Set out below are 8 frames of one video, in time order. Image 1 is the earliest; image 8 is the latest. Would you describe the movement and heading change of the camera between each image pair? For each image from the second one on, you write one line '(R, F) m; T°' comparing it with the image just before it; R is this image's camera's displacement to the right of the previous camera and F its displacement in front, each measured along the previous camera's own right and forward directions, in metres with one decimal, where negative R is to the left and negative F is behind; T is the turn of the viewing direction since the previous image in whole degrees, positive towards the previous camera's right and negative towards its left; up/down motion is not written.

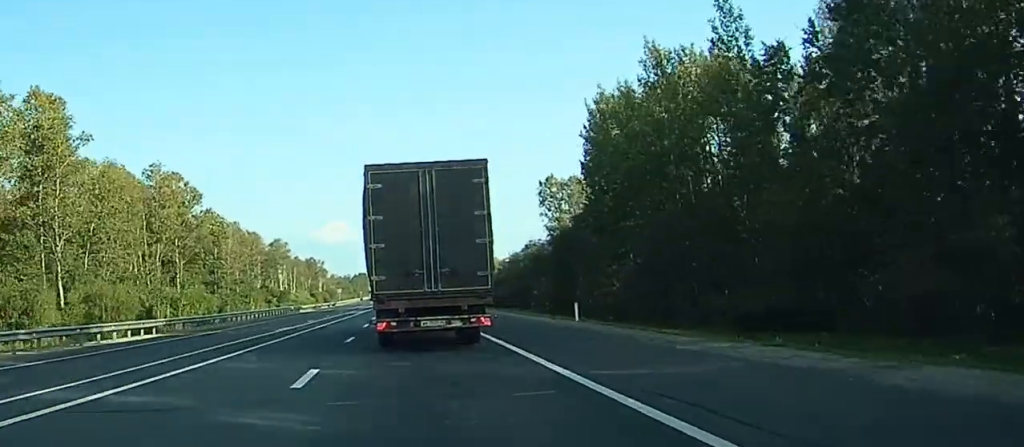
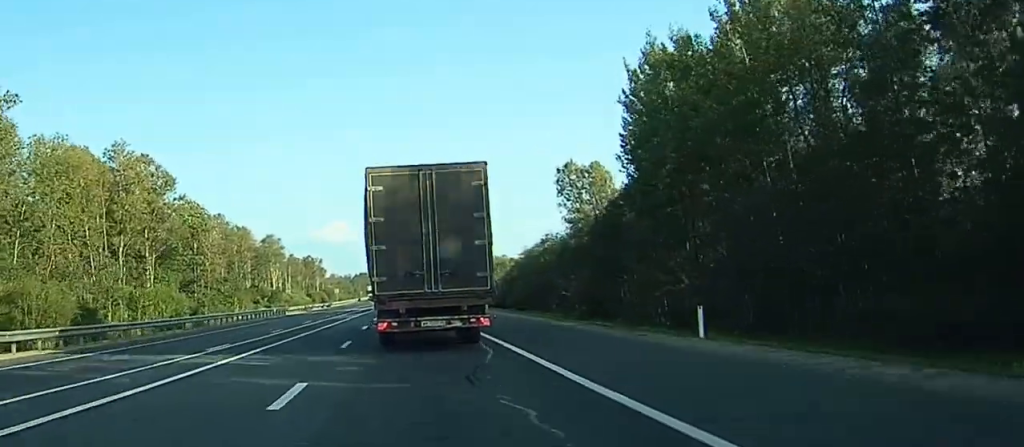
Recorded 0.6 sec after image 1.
(0.0, +14.2) m; 0°
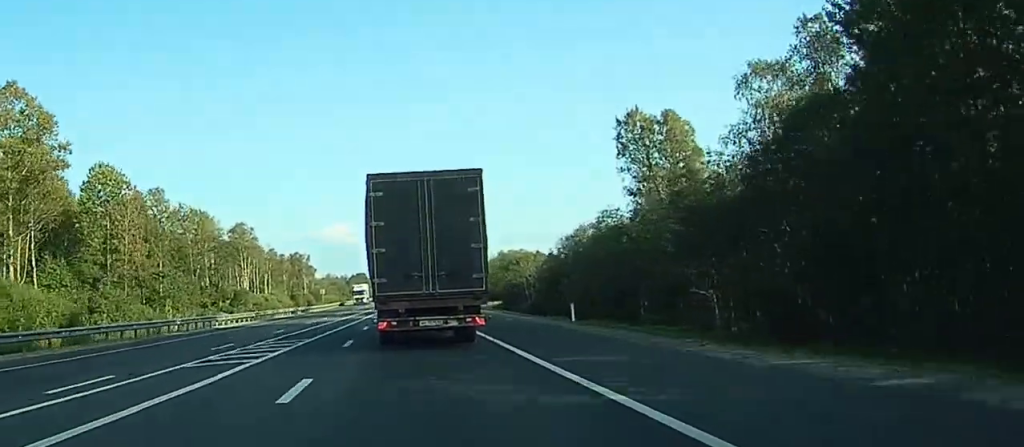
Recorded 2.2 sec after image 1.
(+0.1, +35.1) m; 0°
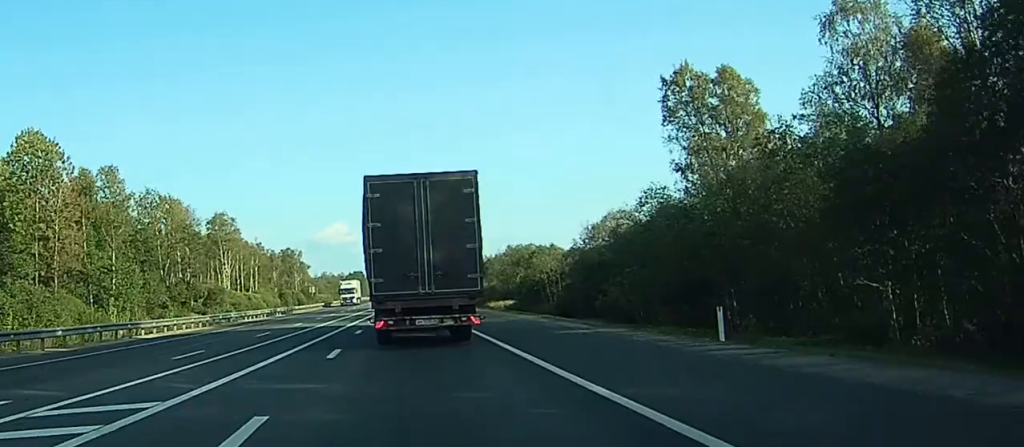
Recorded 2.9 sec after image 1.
(0.0, +16.4) m; 0°
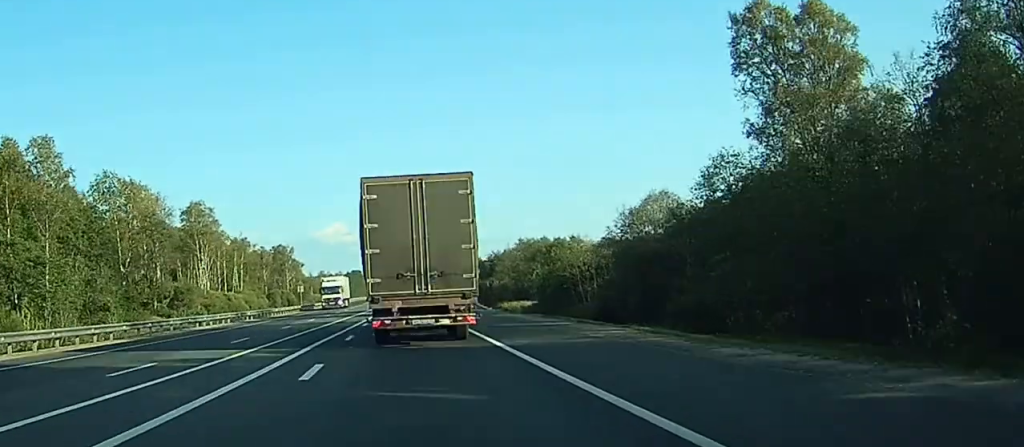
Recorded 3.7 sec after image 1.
(0.0, +16.5) m; 0°
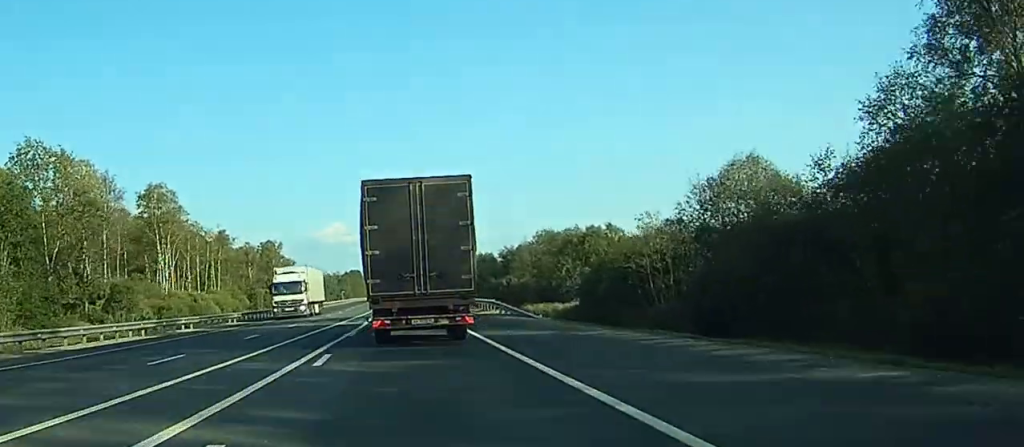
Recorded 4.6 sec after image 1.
(0.0, +20.9) m; 0°
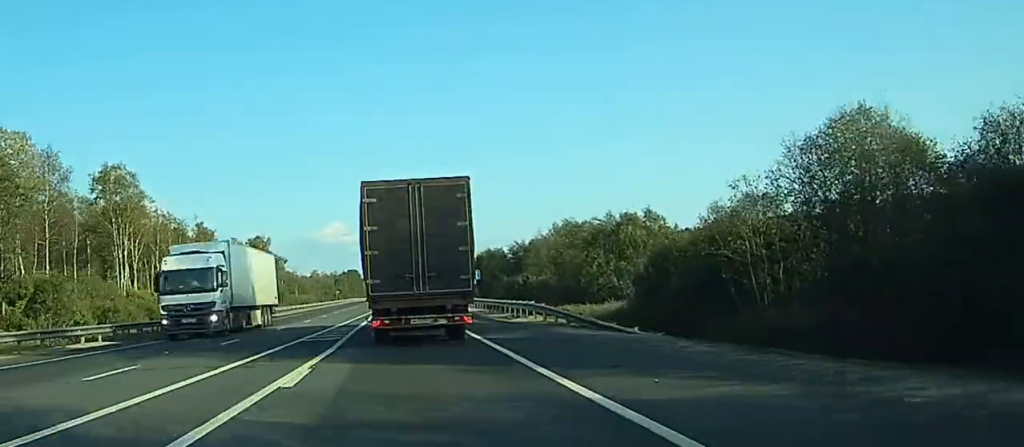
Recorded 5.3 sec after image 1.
(0.0, +15.7) m; 0°
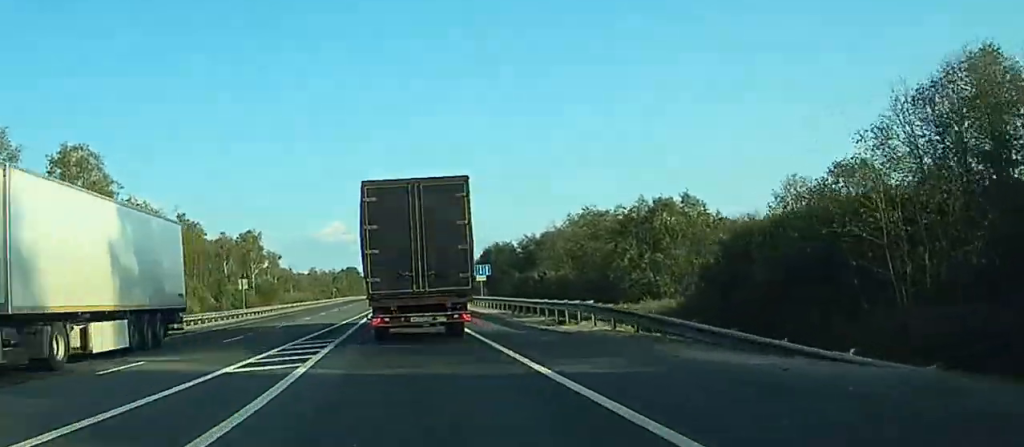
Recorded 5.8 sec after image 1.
(0.0, +11.2) m; 0°
